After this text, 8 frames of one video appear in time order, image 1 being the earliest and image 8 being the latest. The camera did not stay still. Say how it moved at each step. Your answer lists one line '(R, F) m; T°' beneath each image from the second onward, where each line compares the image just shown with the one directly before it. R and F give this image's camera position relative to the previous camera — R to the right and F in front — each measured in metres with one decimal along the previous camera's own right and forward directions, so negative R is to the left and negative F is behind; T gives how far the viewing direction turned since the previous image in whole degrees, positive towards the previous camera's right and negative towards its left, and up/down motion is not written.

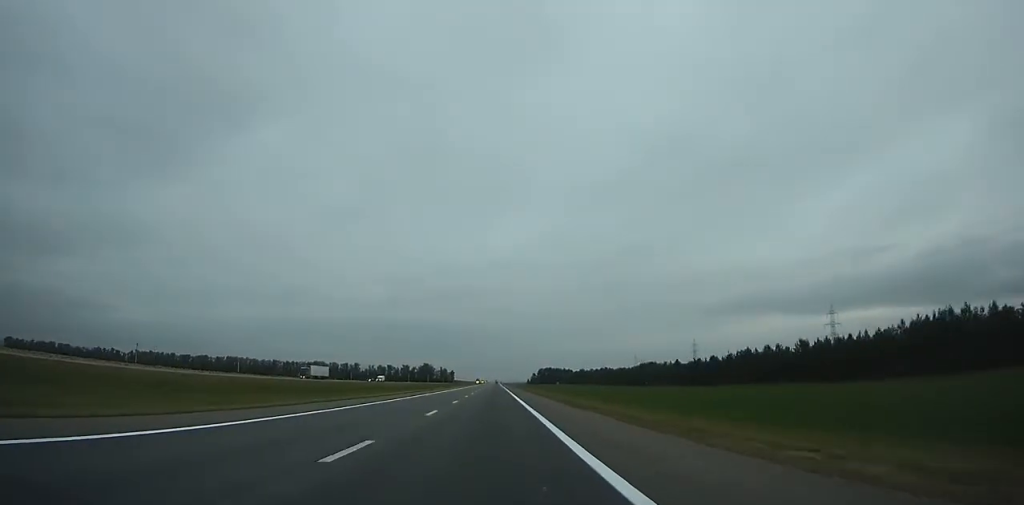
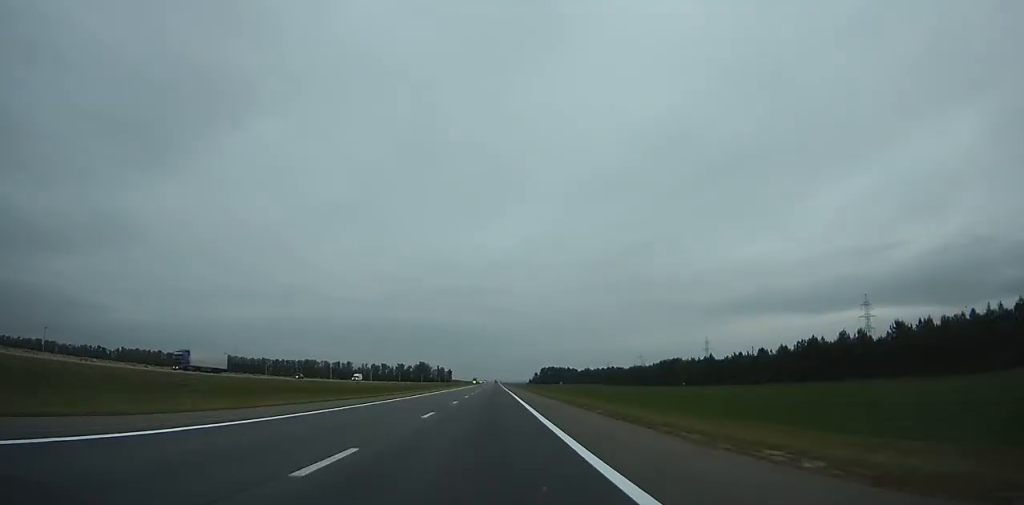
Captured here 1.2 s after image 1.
(0.0, +37.1) m; 0°
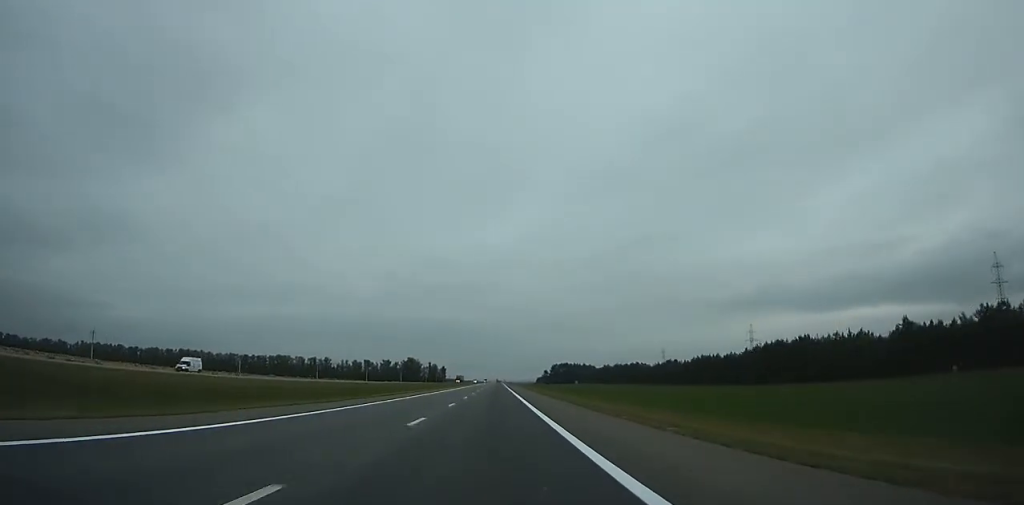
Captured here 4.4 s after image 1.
(-0.1, +98.9) m; 0°
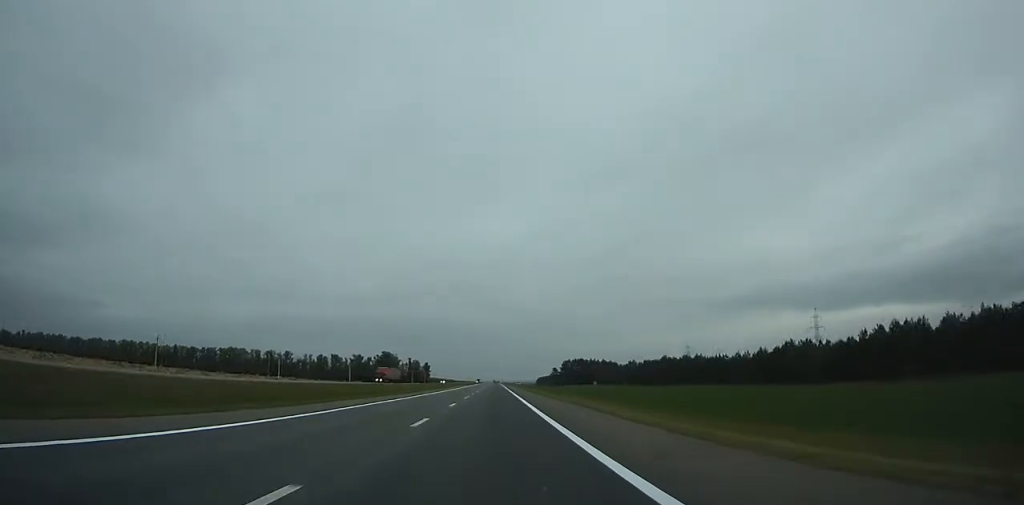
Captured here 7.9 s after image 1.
(-0.1, +107.2) m; 0°
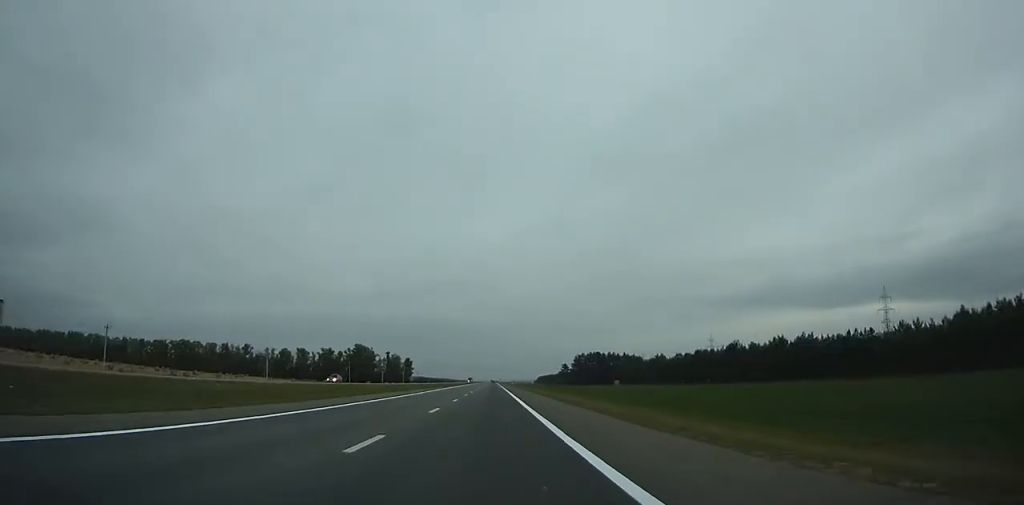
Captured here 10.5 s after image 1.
(+0.2, +79.2) m; 0°
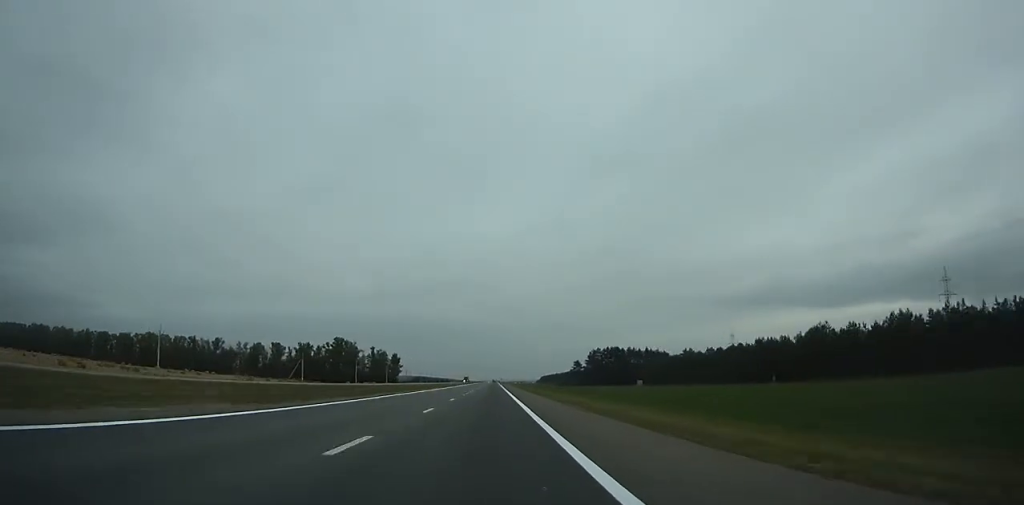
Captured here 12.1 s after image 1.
(0.0, +48.4) m; 0°
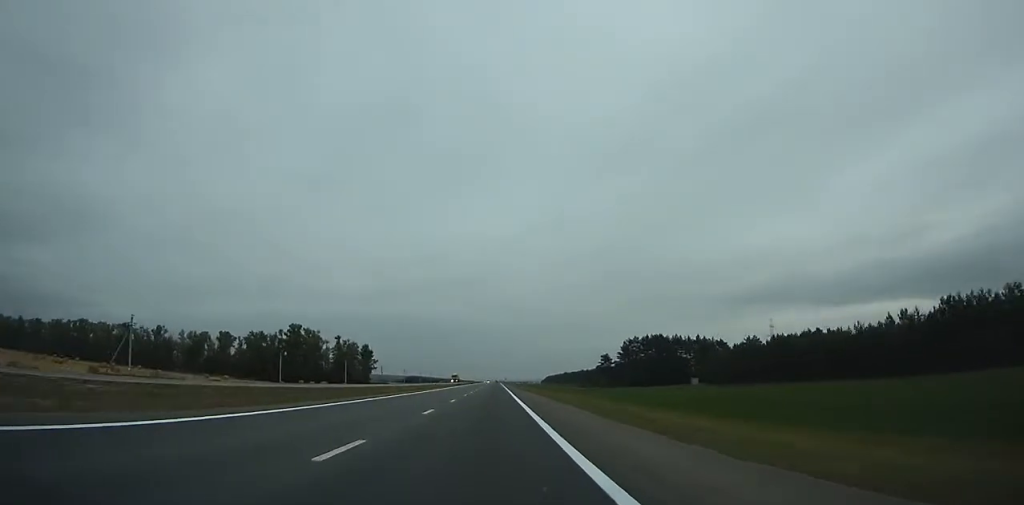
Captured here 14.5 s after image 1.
(-0.1, +72.3) m; 0°
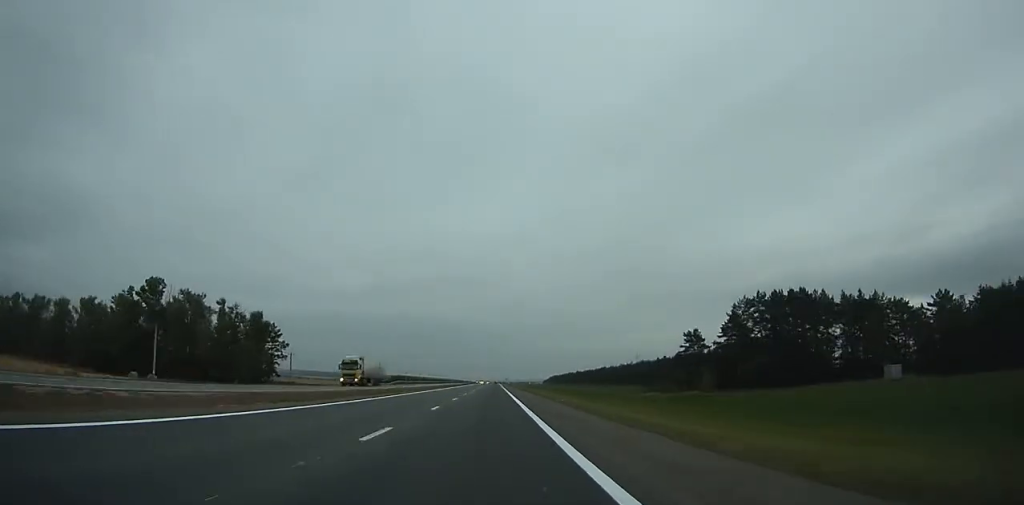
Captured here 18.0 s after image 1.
(-0.1, +104.9) m; 0°
